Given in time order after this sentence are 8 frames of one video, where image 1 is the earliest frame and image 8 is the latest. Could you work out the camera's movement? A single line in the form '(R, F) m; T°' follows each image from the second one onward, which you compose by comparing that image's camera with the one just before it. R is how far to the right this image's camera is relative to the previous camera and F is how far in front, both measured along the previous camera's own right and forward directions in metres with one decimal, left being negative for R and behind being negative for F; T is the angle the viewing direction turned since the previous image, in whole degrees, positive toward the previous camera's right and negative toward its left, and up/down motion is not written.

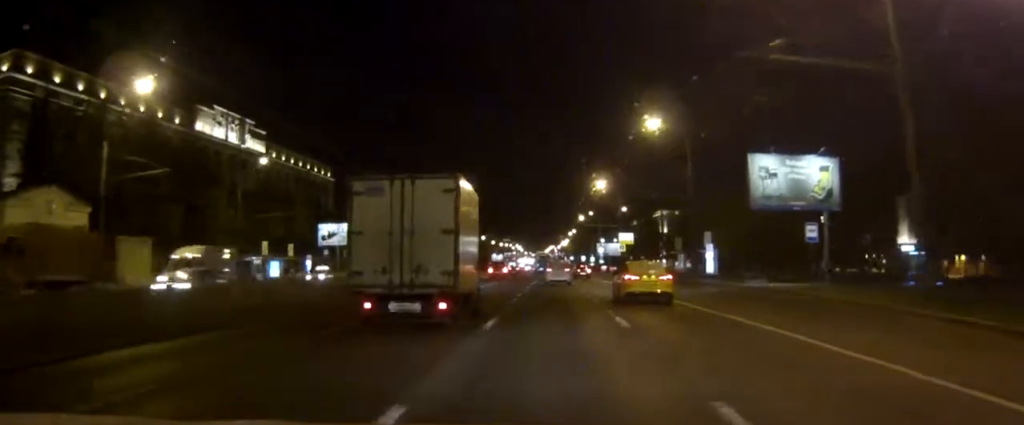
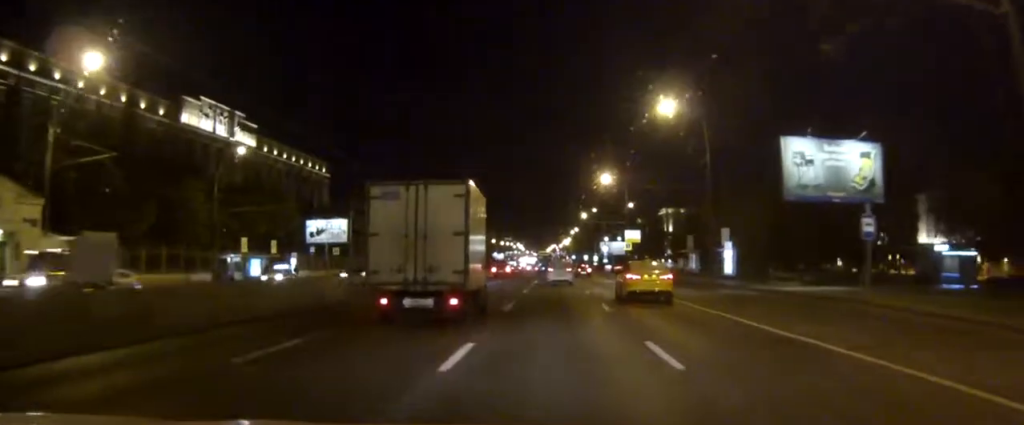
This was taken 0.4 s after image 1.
(0.0, +6.4) m; 0°
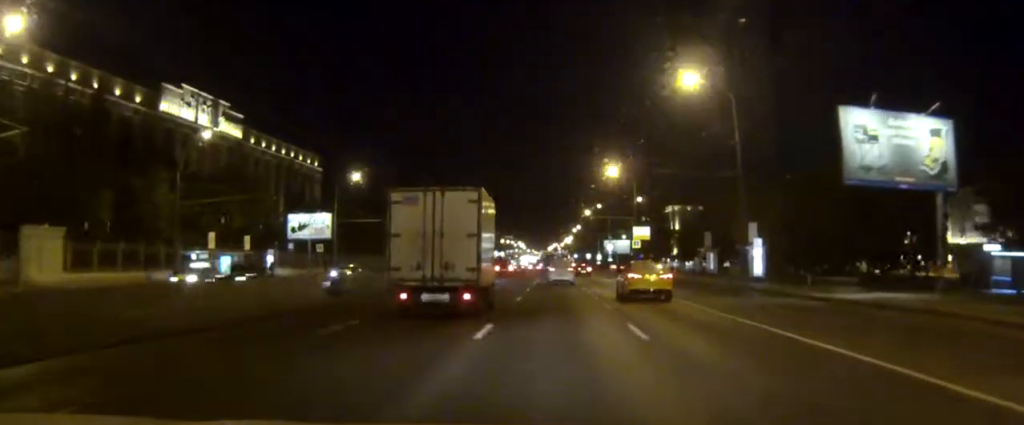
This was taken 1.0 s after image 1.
(0.0, +8.4) m; 0°
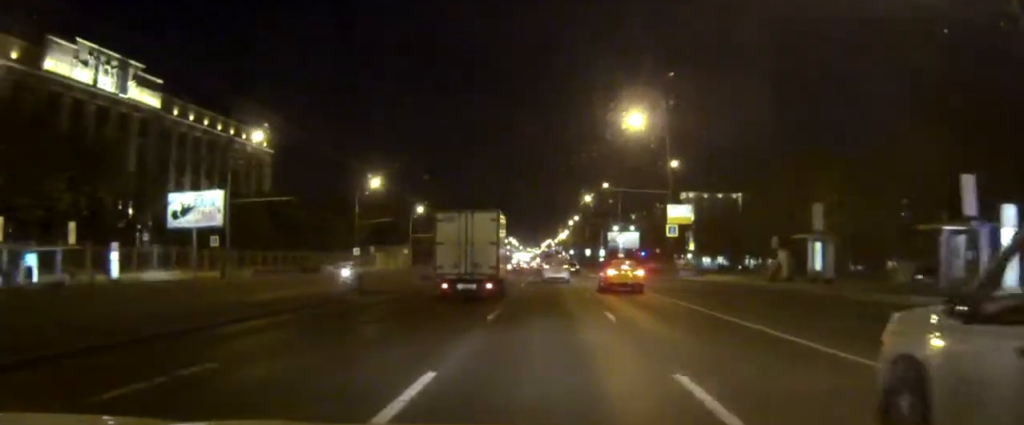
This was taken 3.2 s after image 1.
(0.0, +31.3) m; 0°
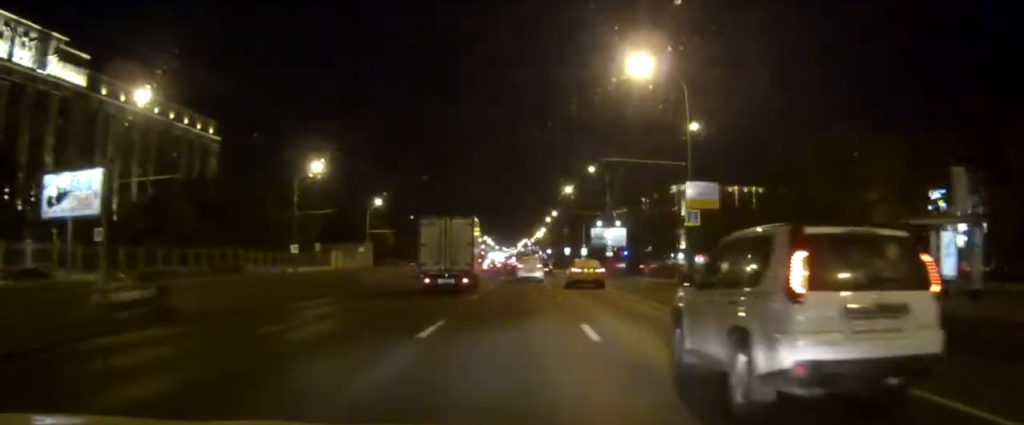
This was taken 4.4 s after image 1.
(+0.2, +17.1) m; +1°
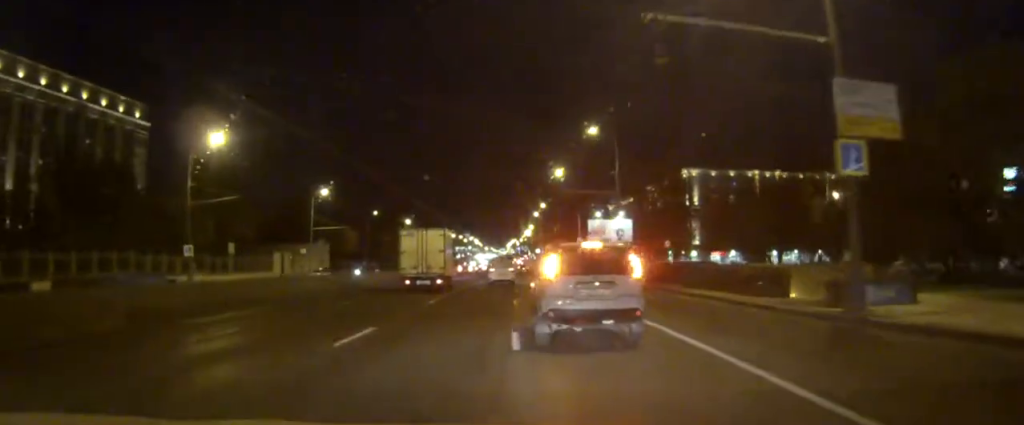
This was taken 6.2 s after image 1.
(+0.4, +25.0) m; +1°
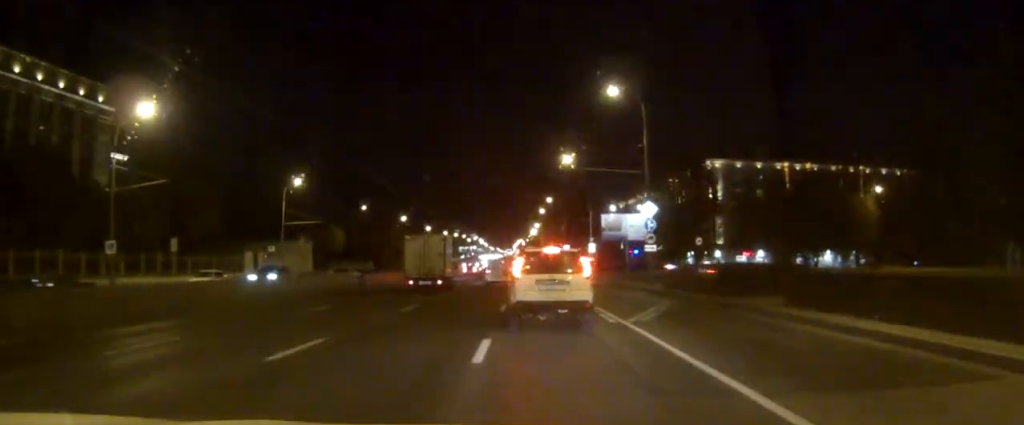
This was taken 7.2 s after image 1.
(0.0, +13.9) m; 0°
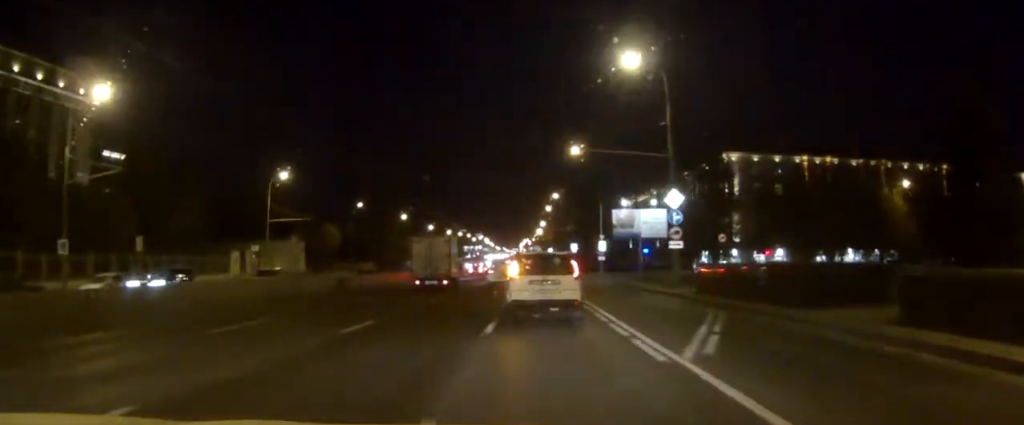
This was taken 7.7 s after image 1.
(0.0, +7.0) m; -1°
